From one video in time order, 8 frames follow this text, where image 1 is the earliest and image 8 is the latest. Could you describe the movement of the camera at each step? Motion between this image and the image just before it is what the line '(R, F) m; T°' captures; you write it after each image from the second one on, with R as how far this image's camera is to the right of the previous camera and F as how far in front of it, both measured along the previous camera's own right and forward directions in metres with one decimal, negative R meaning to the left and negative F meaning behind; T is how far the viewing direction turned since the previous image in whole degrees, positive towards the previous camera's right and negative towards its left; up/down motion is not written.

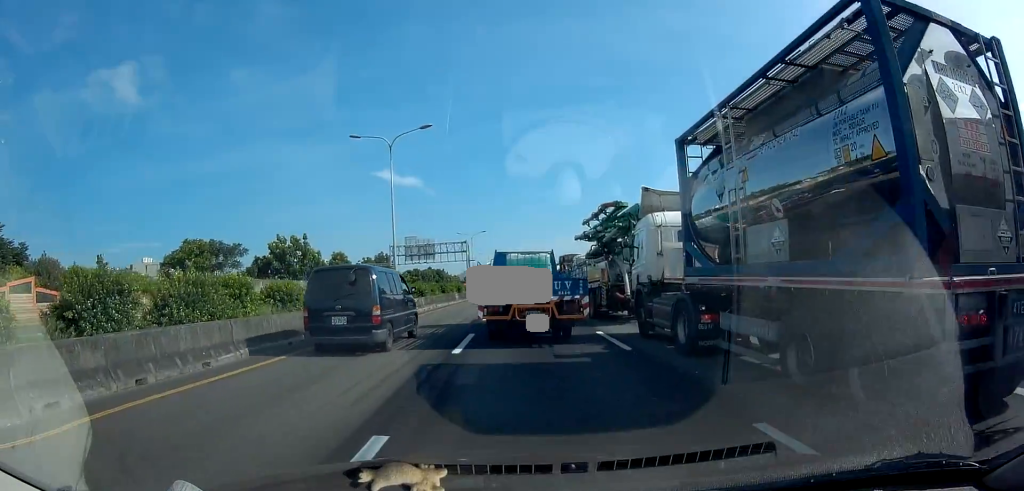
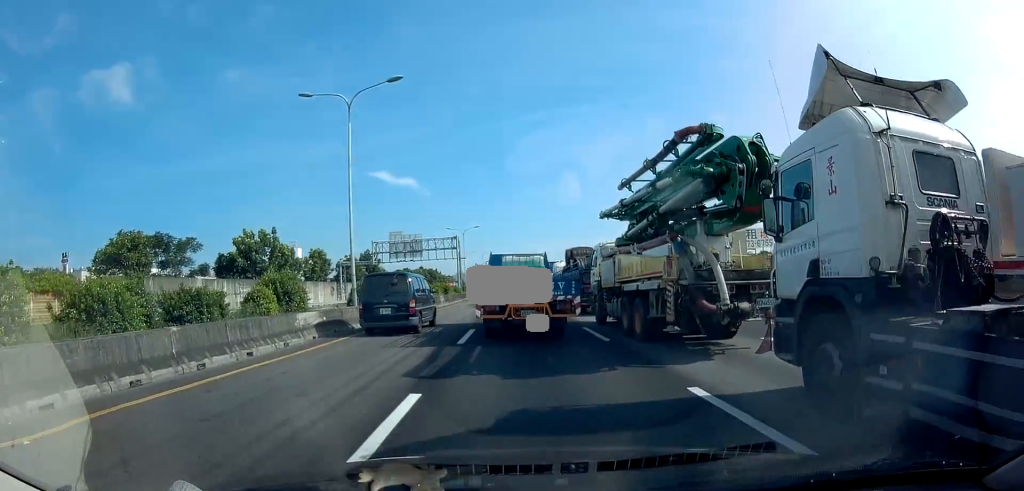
(0.0, +8.1) m; 0°
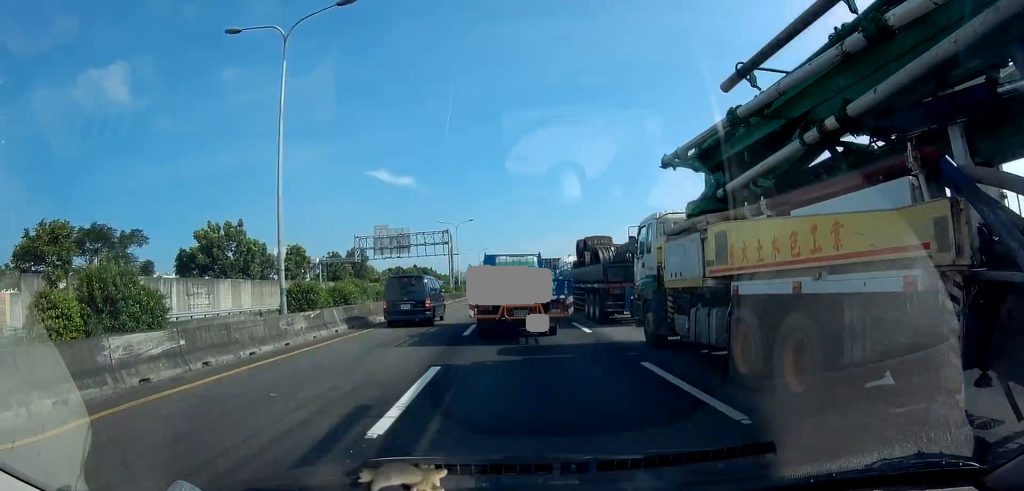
(0.0, +7.7) m; 0°
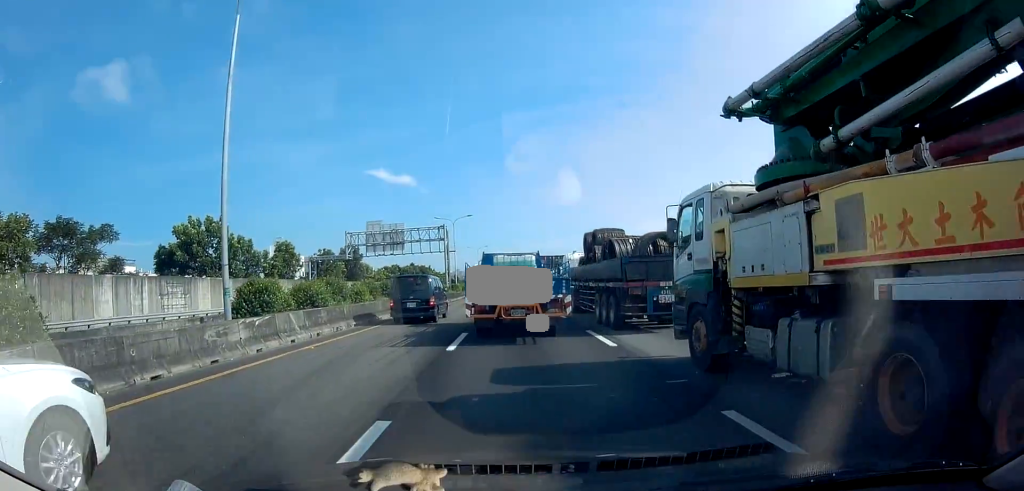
(0.0, +3.7) m; 0°
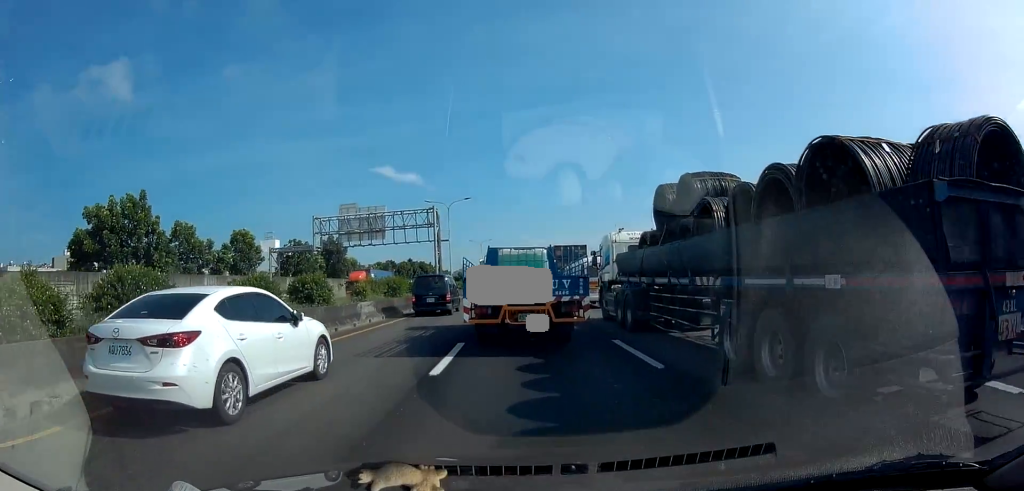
(0.0, +12.9) m; 0°
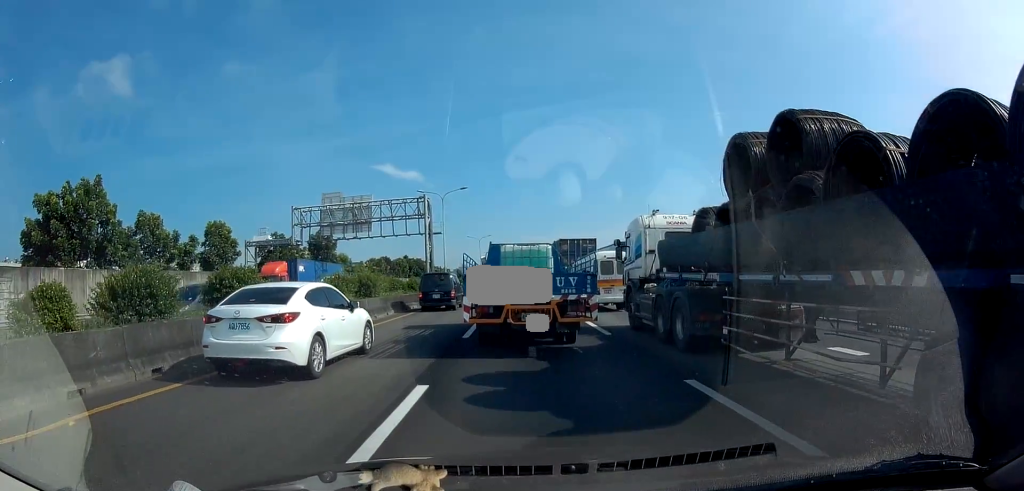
(0.0, +5.3) m; 0°
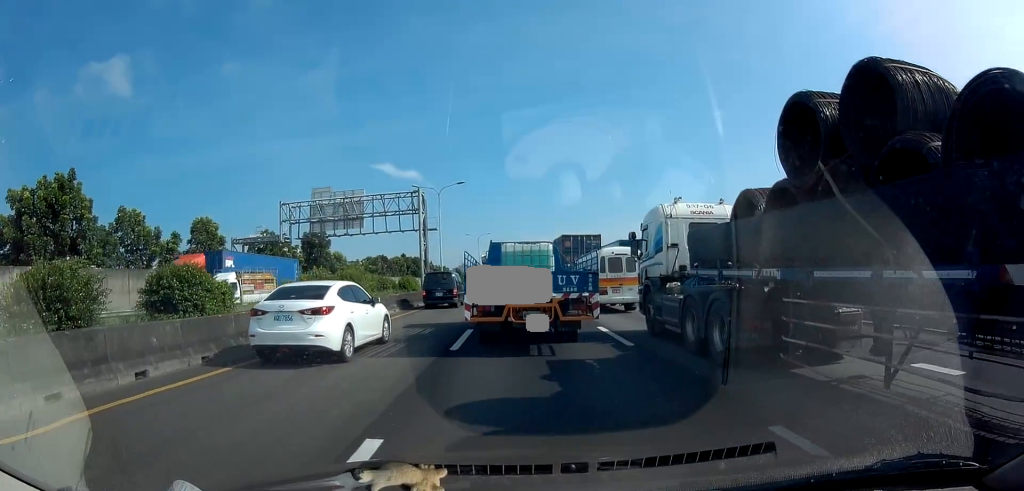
(0.0, +2.5) m; 0°
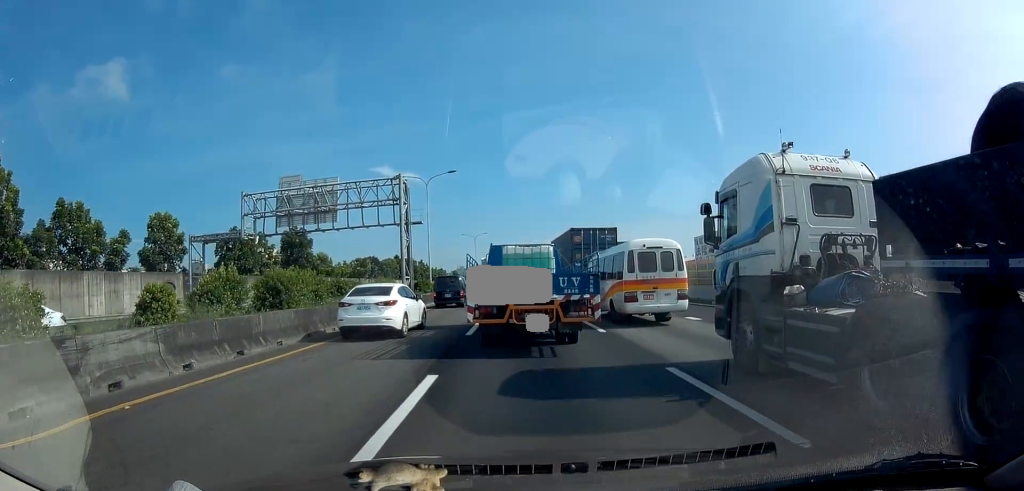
(0.0, +6.9) m; 0°
